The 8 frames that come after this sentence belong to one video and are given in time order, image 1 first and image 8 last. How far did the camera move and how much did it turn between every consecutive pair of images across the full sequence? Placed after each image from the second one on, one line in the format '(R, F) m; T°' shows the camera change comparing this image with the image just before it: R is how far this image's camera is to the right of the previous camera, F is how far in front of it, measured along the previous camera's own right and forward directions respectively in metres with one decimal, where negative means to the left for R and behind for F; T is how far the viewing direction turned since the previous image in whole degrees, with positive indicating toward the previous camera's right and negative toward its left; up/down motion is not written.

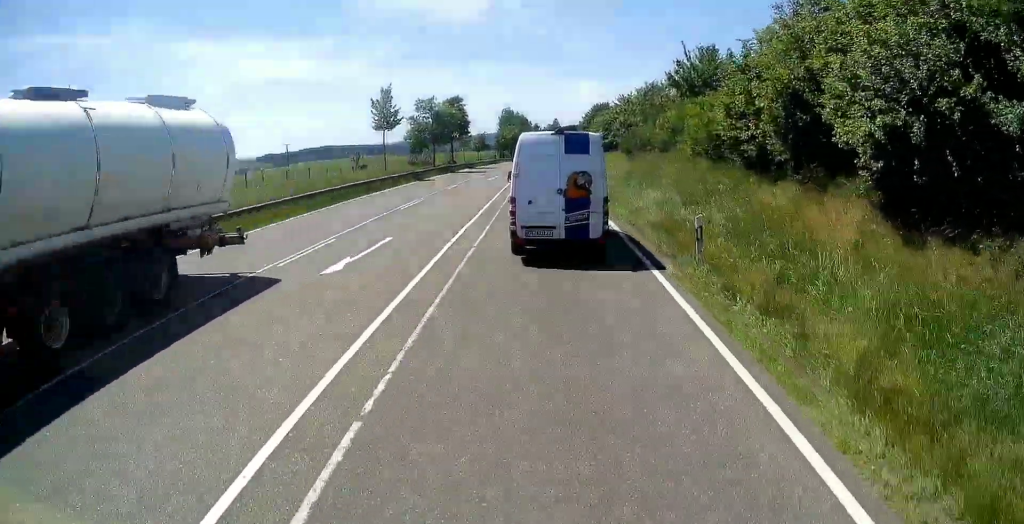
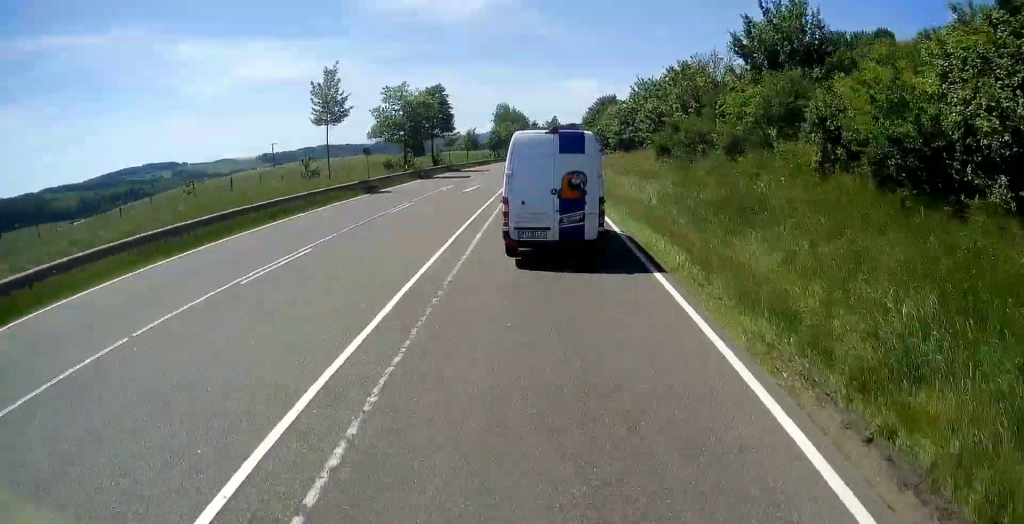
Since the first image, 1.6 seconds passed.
(+0.3, +13.9) m; 0°
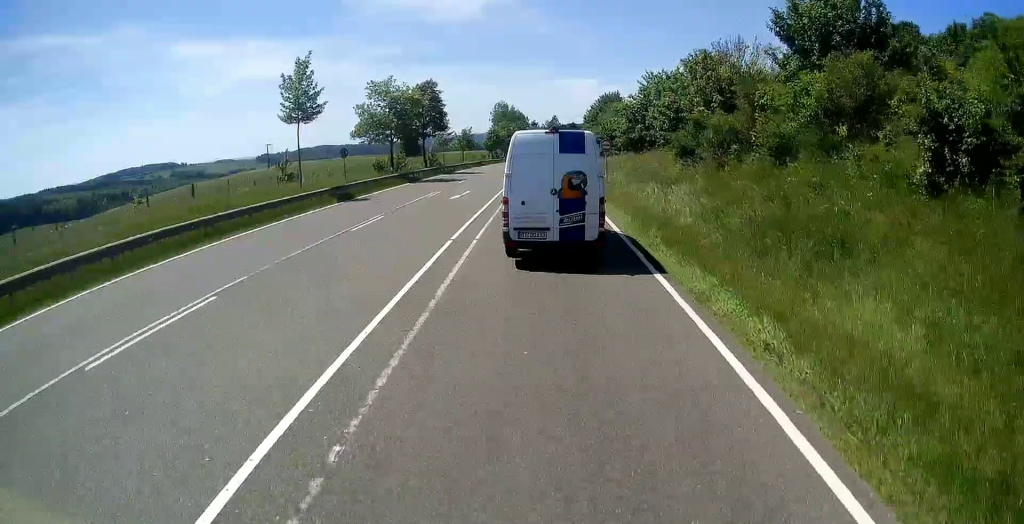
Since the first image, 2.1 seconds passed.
(-0.1, +4.9) m; 0°
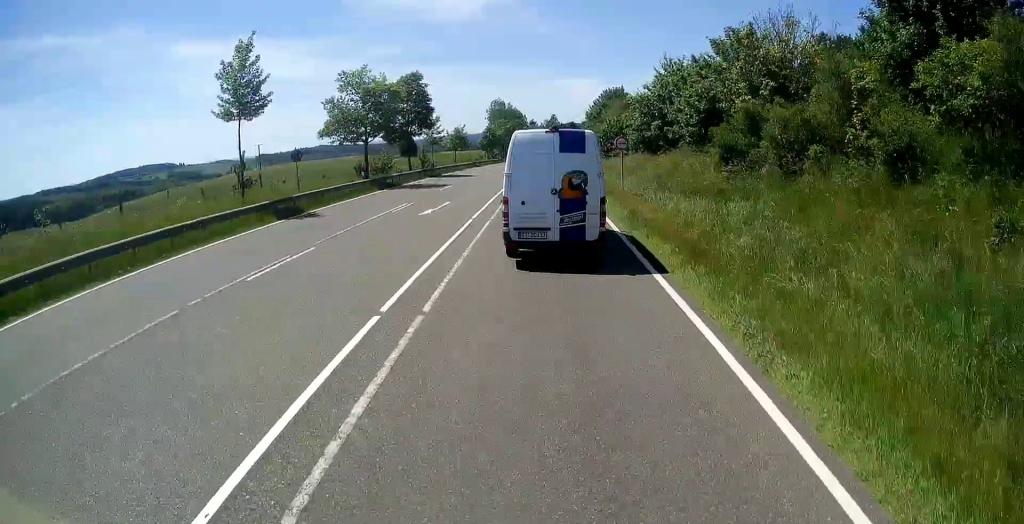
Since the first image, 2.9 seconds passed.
(0.0, +7.0) m; +1°
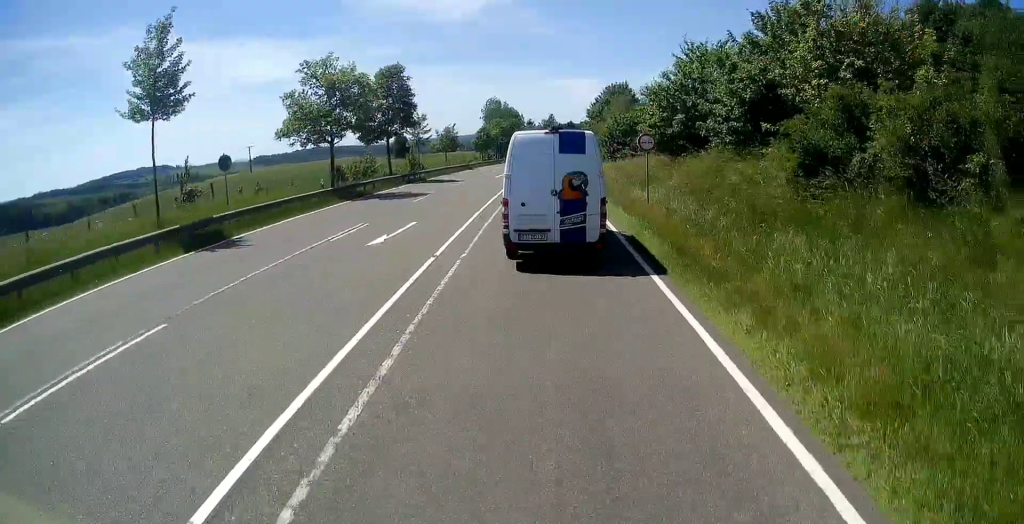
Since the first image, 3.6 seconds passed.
(+0.2, +6.7) m; +1°
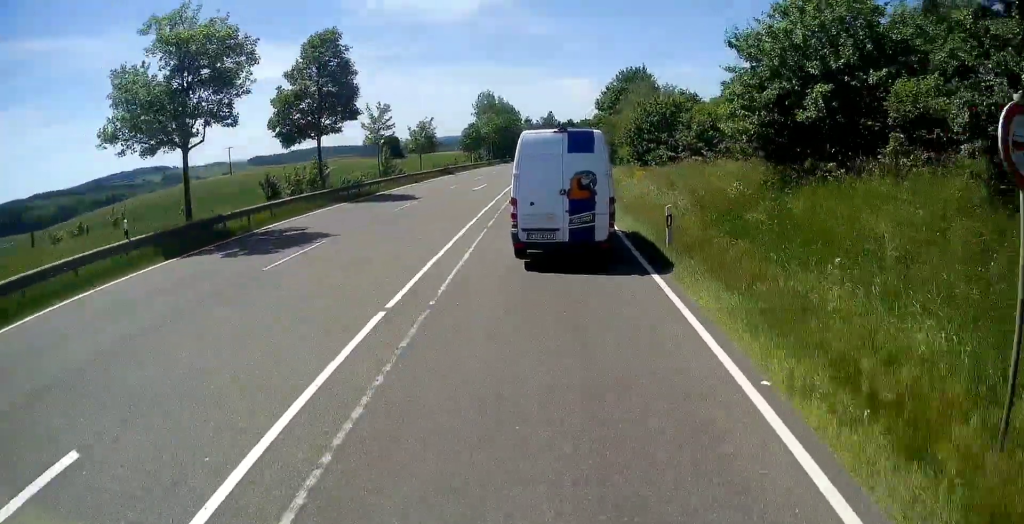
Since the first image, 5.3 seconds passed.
(-0.3, +16.2) m; -1°
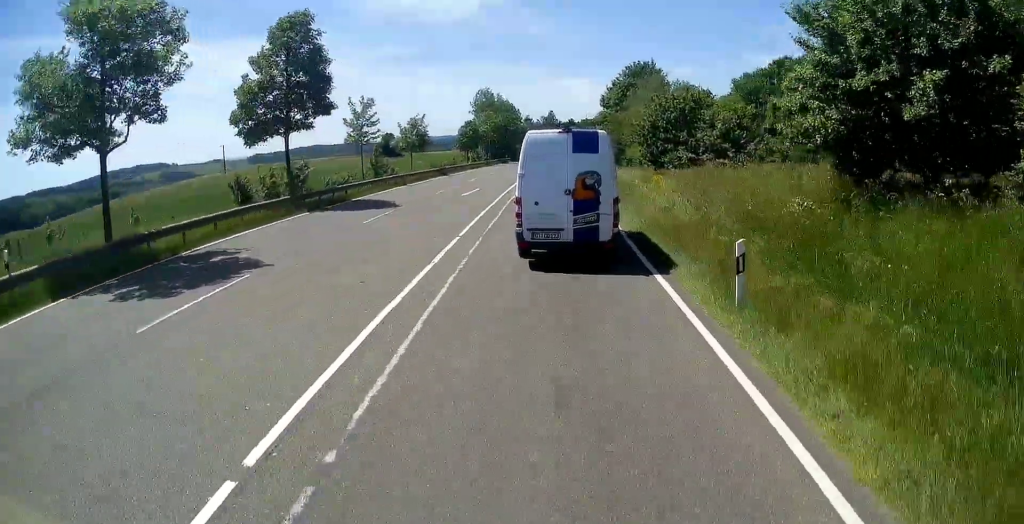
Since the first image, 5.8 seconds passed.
(0.0, +4.8) m; 0°
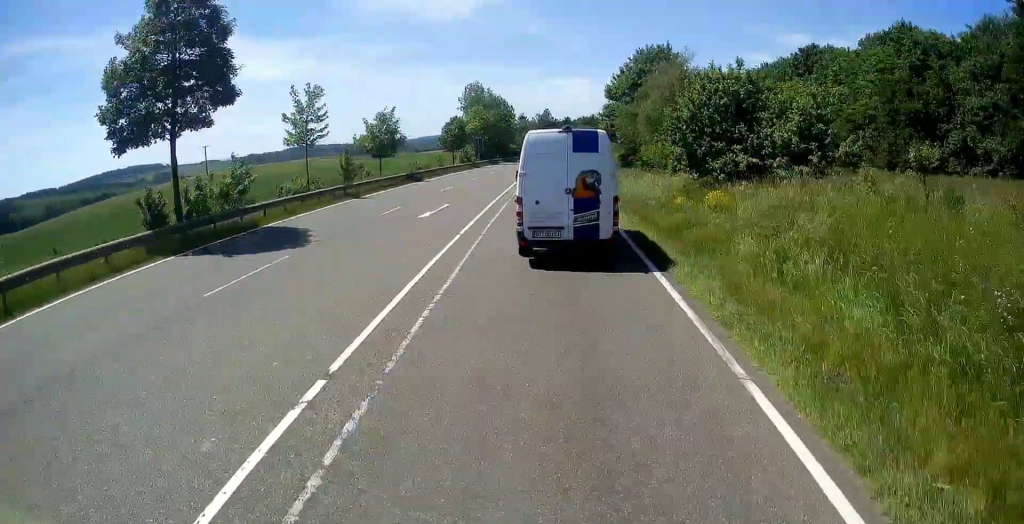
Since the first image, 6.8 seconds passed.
(0.0, +10.0) m; 0°
